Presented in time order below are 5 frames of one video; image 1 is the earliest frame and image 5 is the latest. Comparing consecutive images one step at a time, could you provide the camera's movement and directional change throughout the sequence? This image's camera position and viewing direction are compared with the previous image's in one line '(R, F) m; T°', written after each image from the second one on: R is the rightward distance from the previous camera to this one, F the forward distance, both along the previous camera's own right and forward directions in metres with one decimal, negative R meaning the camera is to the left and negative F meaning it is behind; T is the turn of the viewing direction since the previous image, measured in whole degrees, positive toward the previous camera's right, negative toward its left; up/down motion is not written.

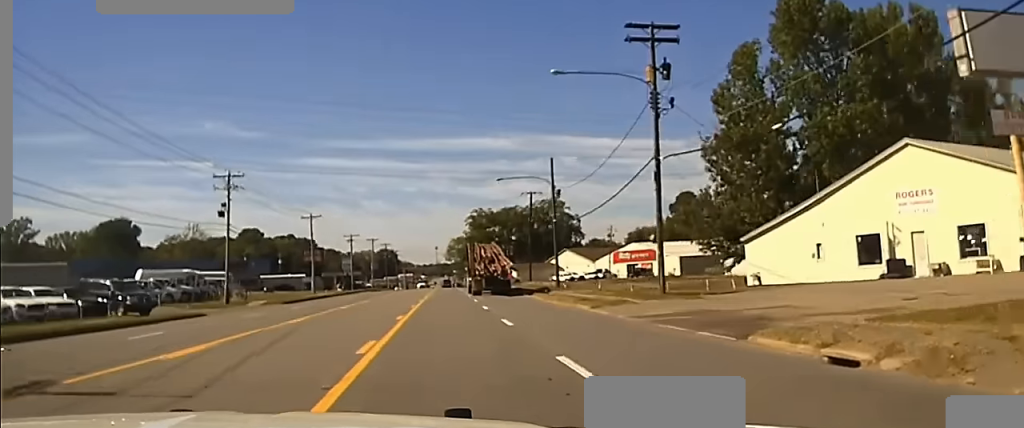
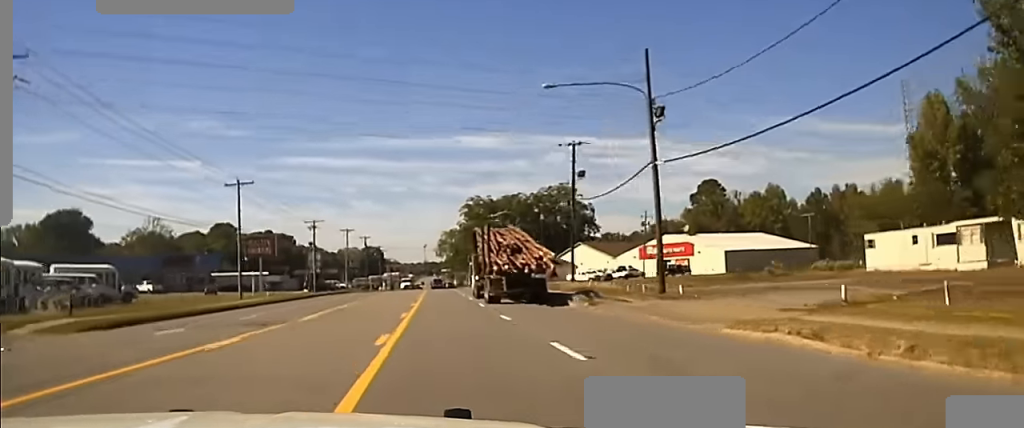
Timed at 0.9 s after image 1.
(+0.2, +34.9) m; 0°
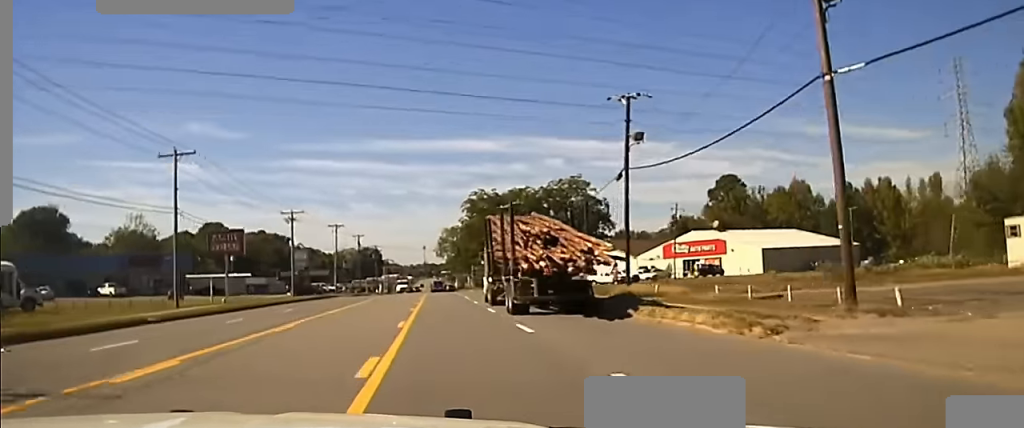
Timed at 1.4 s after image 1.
(0.0, +17.4) m; 0°
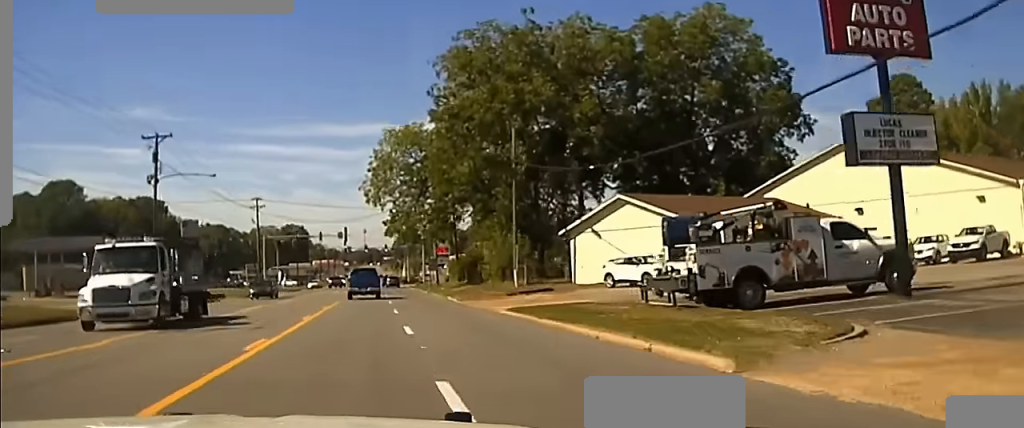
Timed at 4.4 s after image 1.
(+1.9, +106.0) m; +3°
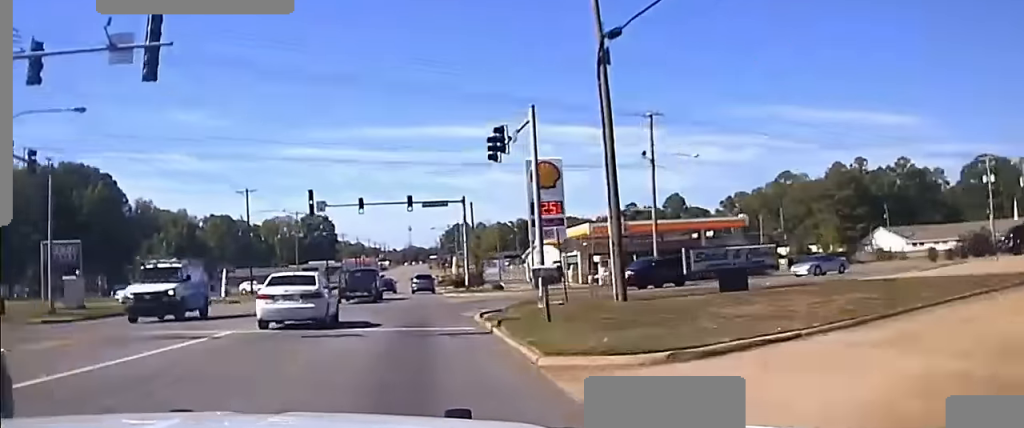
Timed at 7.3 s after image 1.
(-1.3, +77.5) m; -2°
